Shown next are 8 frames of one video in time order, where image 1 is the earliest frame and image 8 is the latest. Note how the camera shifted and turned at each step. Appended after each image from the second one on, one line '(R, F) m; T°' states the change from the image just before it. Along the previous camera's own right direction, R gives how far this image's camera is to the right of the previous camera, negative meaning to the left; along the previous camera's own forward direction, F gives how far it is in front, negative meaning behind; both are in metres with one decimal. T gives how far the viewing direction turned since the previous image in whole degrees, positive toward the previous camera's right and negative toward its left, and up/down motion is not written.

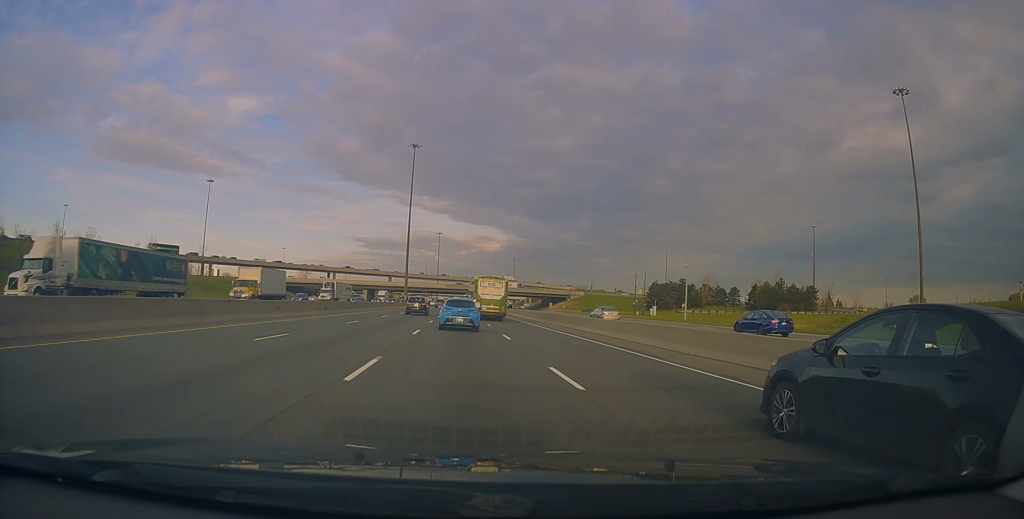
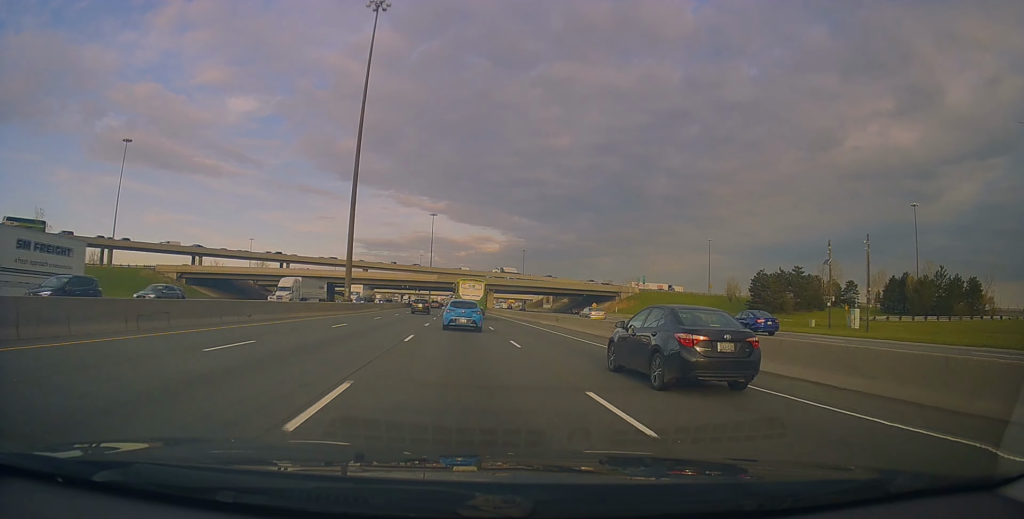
(-1.1, +64.6) m; +1°
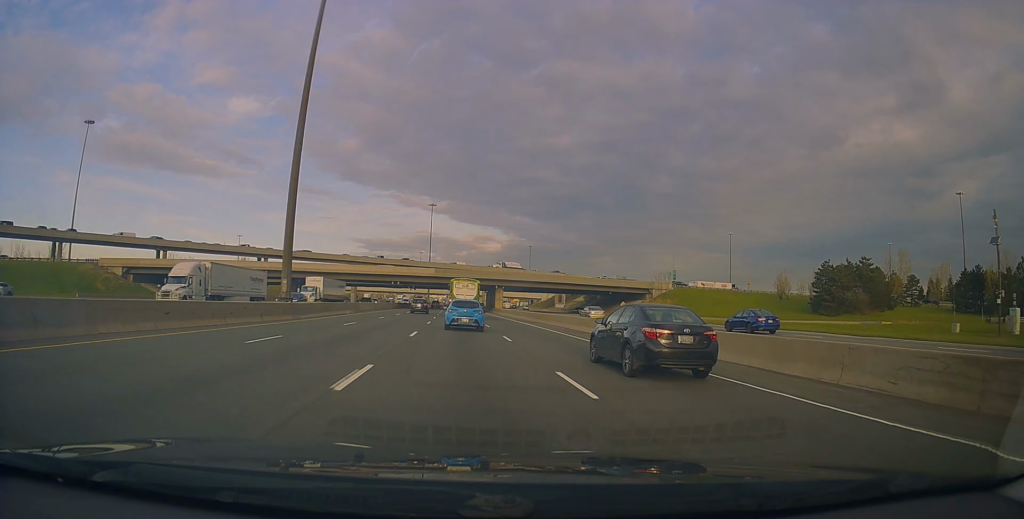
(+0.5, +22.0) m; 0°
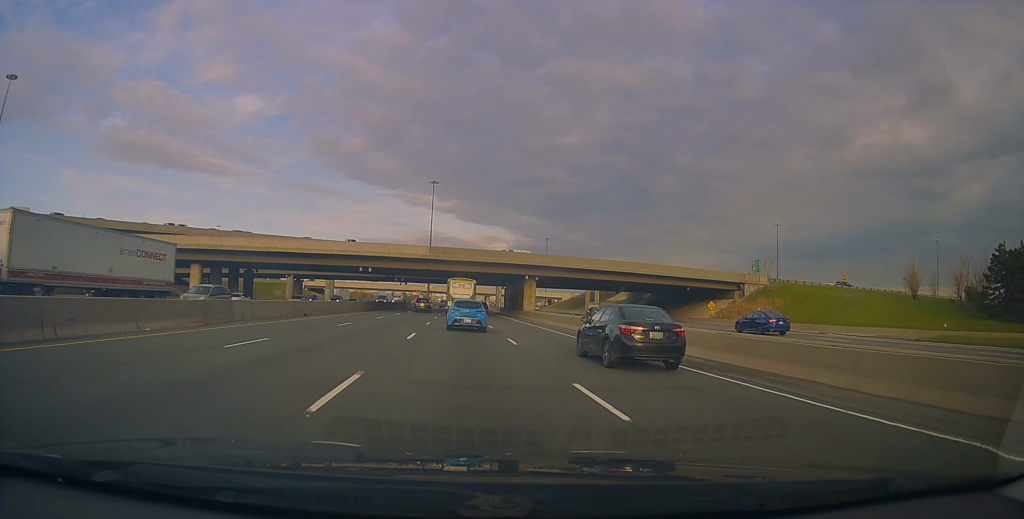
(-0.7, +37.9) m; -1°
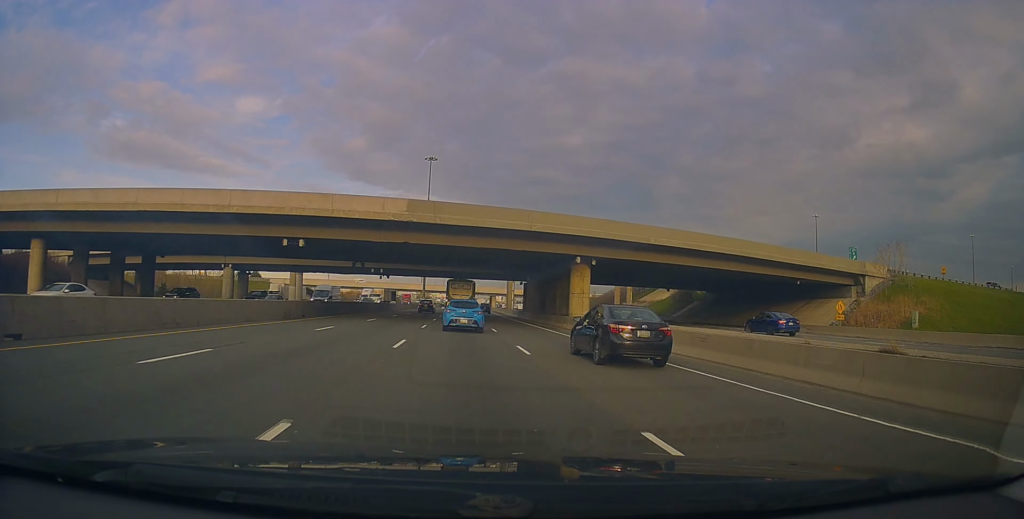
(+0.1, +28.1) m; 0°
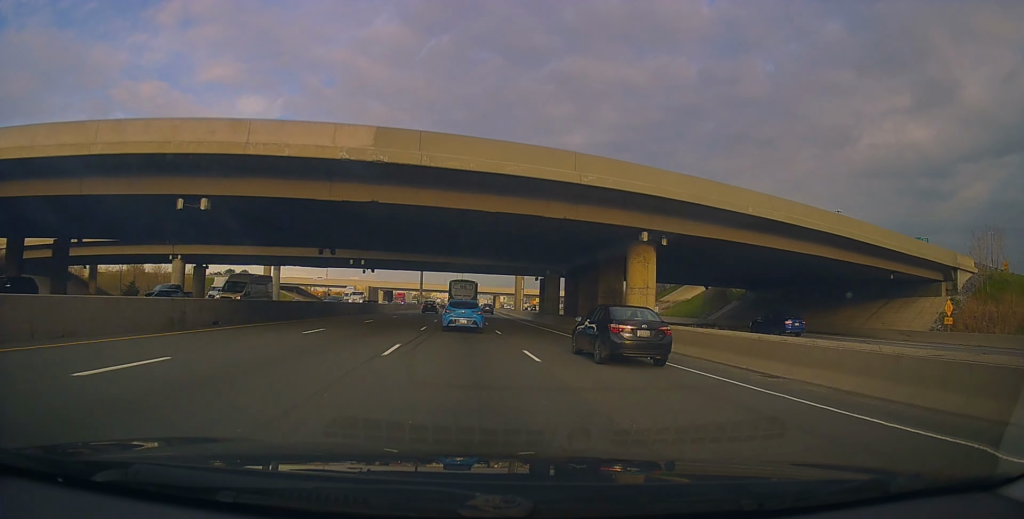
(0.0, +13.6) m; 0°
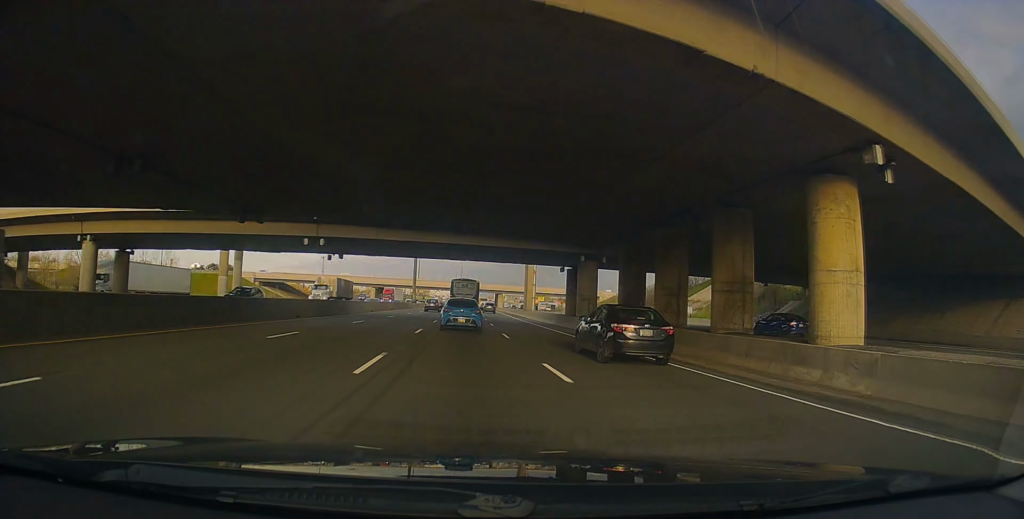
(0.0, +16.3) m; 0°
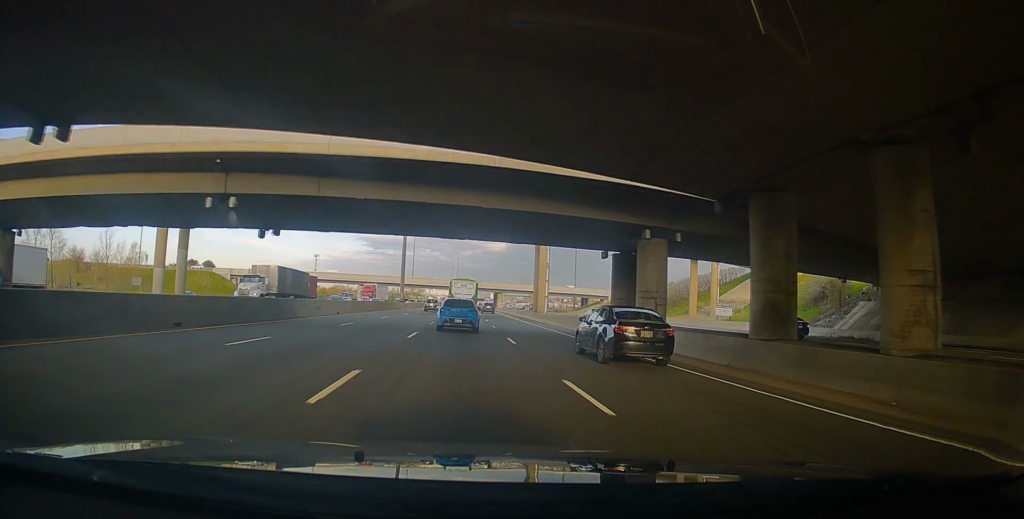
(0.0, +14.4) m; 0°
